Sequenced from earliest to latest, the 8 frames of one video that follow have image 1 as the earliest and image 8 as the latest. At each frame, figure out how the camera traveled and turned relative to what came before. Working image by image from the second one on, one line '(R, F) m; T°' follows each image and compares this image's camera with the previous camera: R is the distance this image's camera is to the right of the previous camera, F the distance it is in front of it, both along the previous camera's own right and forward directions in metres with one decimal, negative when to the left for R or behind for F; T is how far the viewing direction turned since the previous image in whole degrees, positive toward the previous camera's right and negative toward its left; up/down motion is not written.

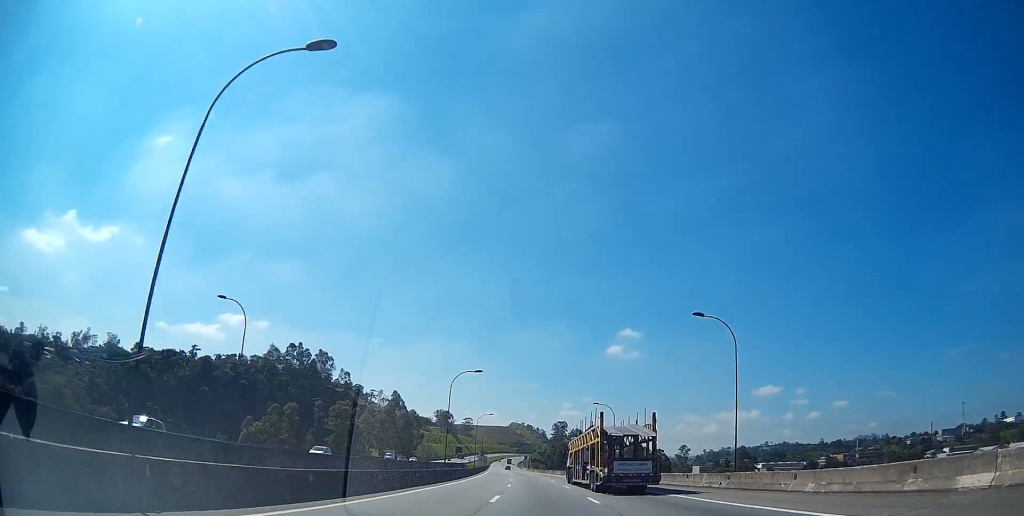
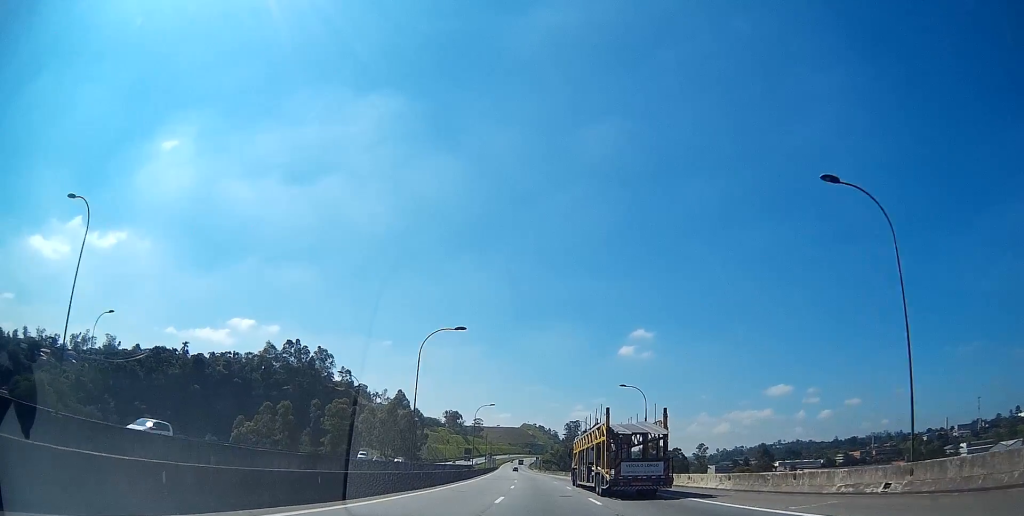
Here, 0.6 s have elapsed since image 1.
(-0.3, +15.9) m; -2°
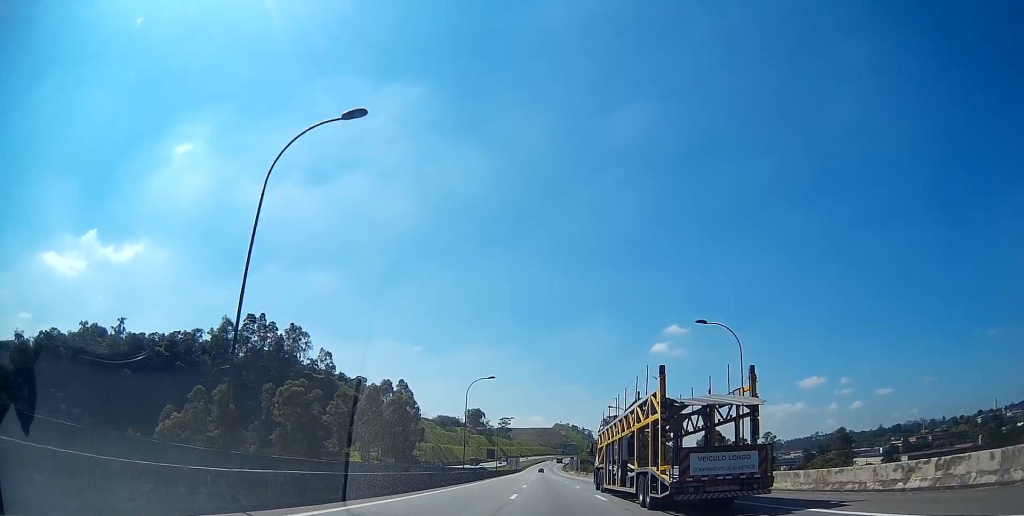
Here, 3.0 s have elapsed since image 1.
(-3.4, +65.9) m; -5°
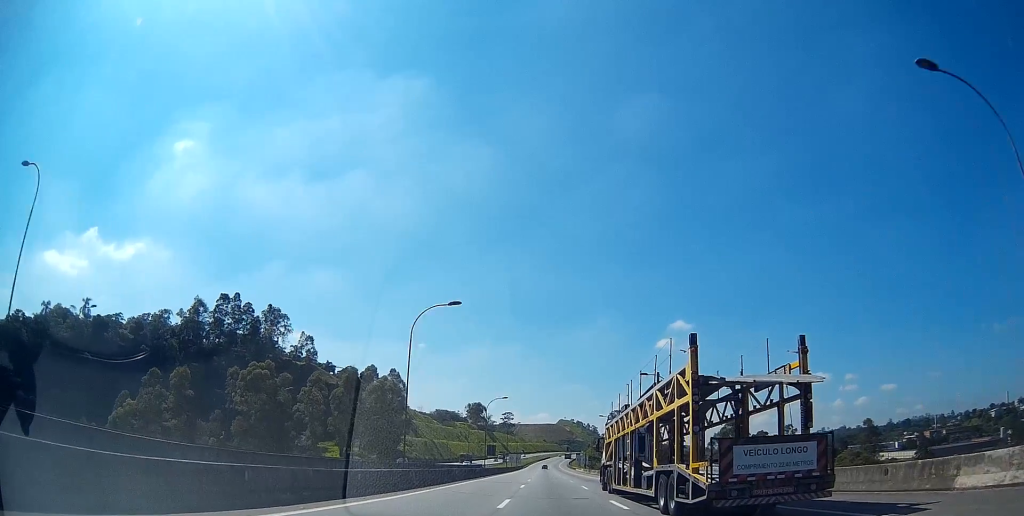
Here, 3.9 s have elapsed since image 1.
(-0.4, +24.4) m; -1°
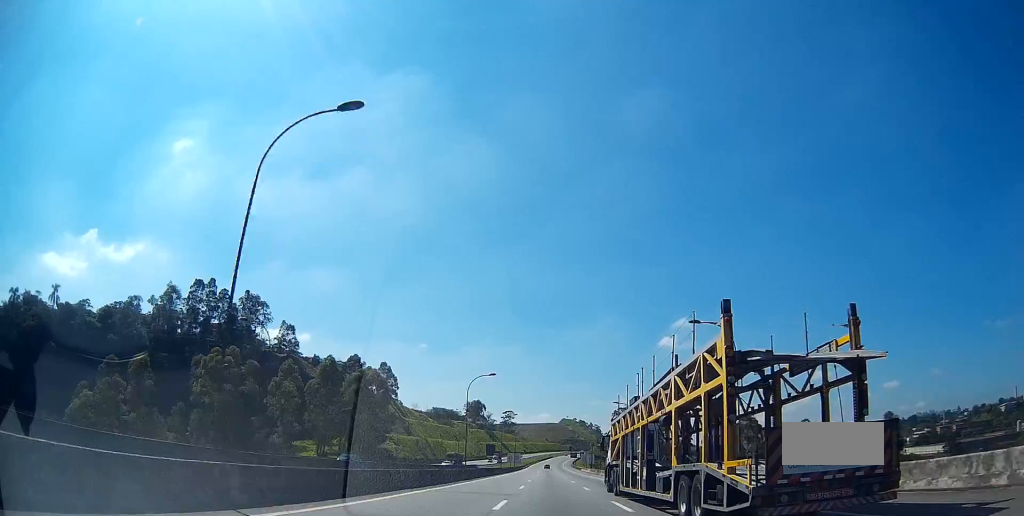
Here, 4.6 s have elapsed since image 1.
(0.0, +19.7) m; 0°
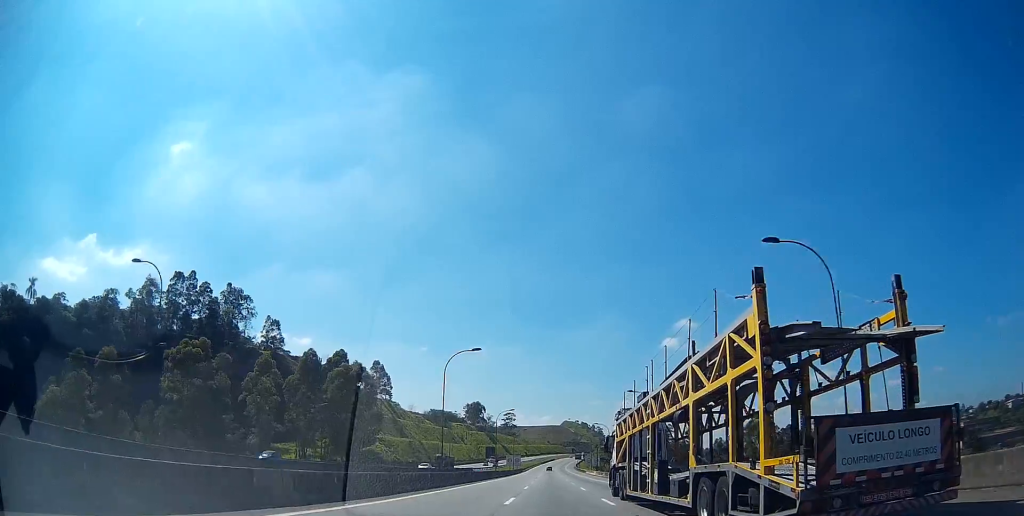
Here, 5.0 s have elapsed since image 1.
(0.0, +14.1) m; 0°
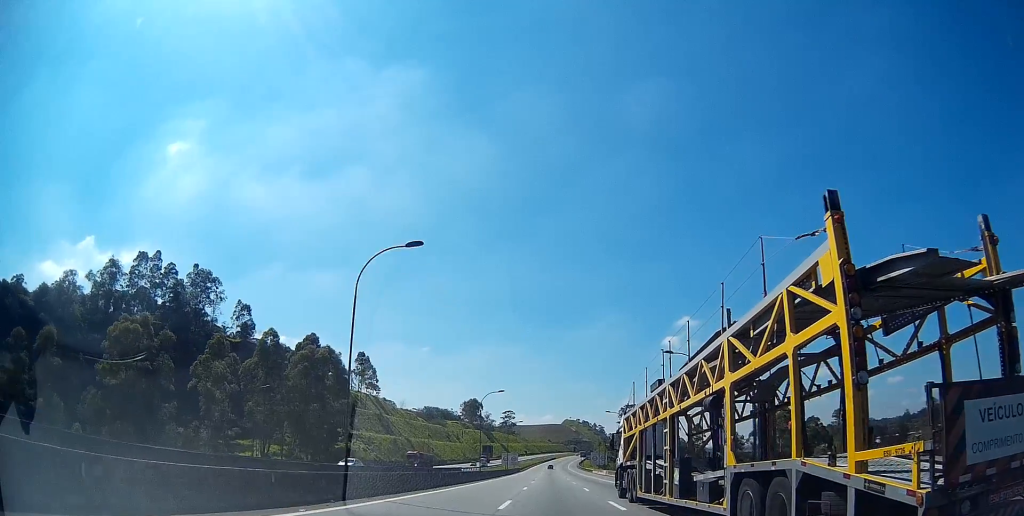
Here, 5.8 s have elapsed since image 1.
(-0.2, +23.3) m; 0°
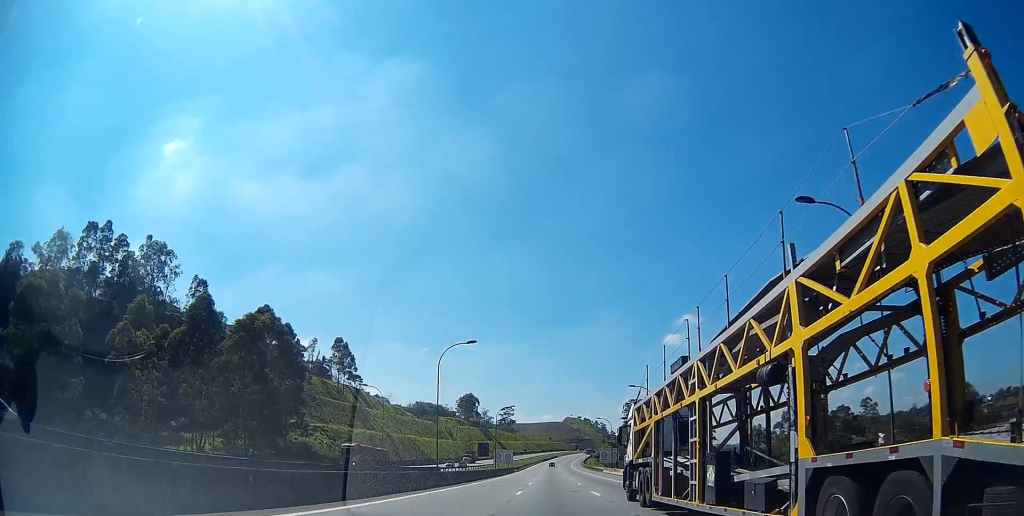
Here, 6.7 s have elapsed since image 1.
(-0.1, +26.4) m; 0°
